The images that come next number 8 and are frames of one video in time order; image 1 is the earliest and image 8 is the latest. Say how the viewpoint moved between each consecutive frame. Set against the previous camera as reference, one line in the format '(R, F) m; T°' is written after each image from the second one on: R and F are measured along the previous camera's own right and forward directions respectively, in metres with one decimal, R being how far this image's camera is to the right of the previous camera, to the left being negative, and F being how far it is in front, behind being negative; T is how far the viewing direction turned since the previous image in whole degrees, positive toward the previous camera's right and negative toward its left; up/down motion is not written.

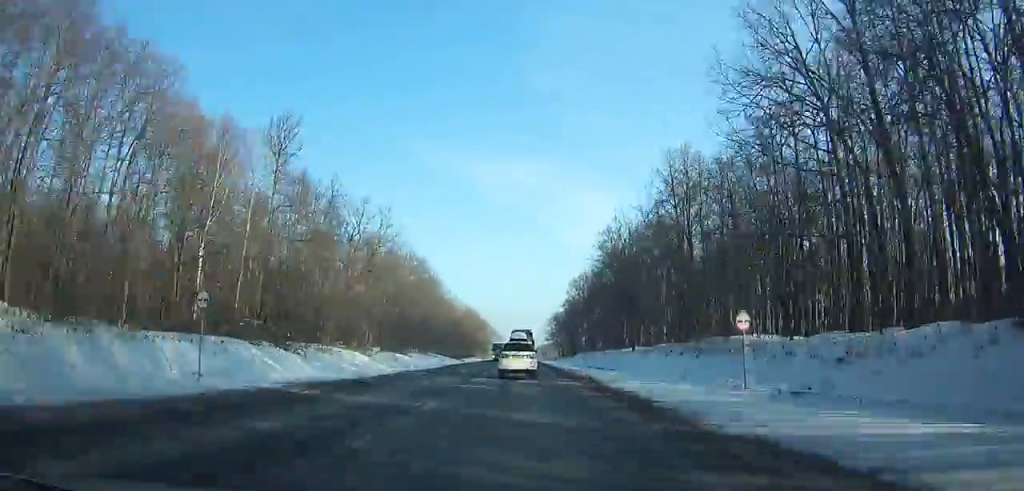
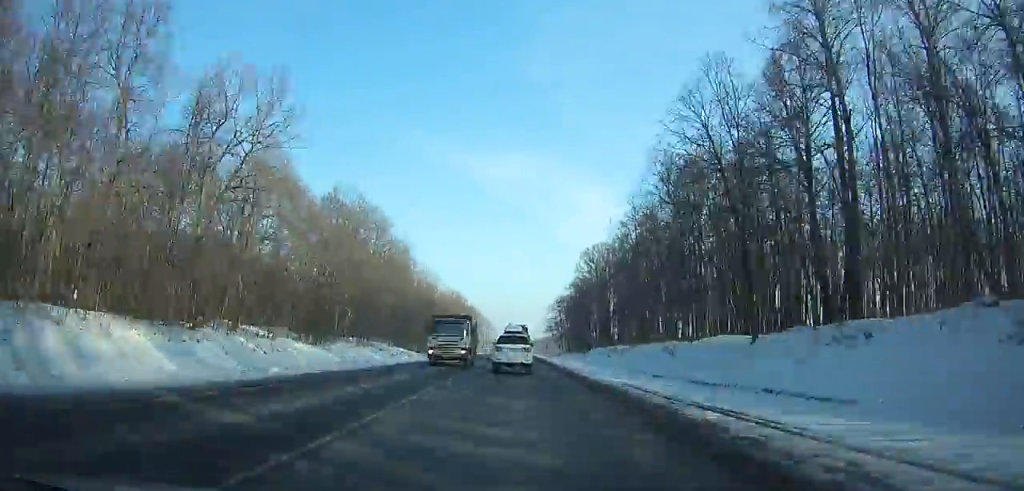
(+0.1, +35.5) m; 0°
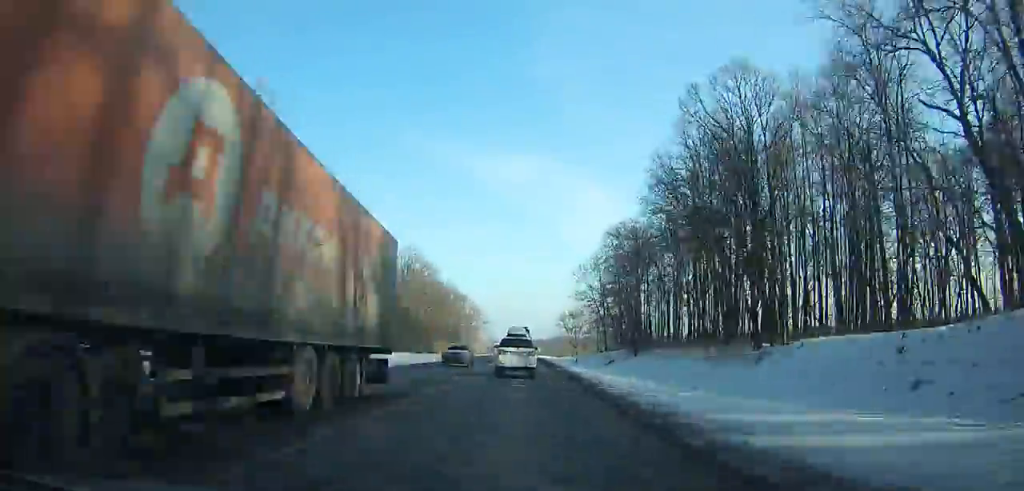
(-0.2, +71.2) m; 0°
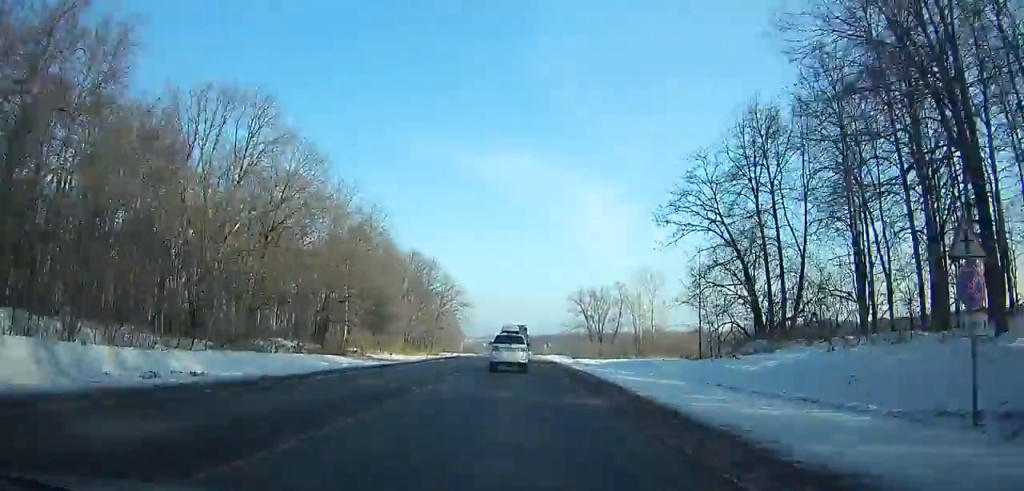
(+0.1, +67.3) m; 0°
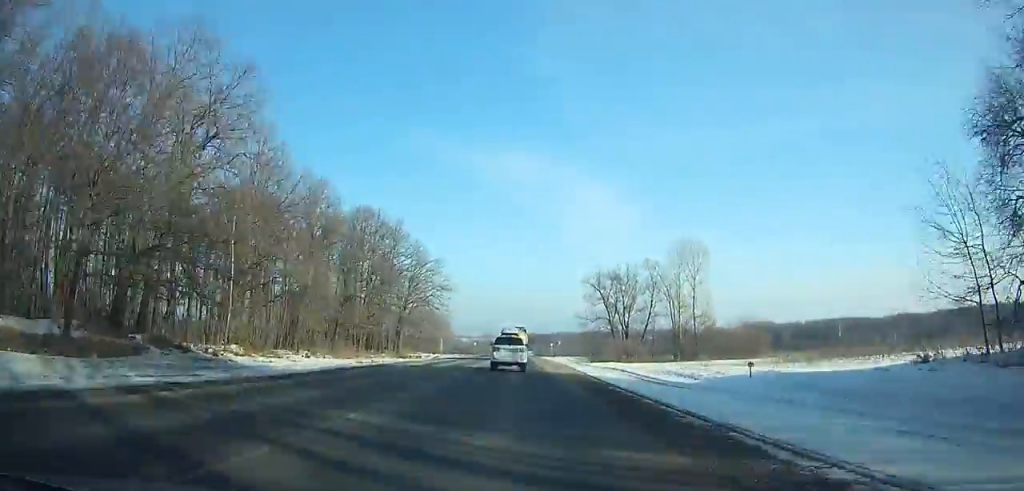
(0.0, +36.4) m; 0°
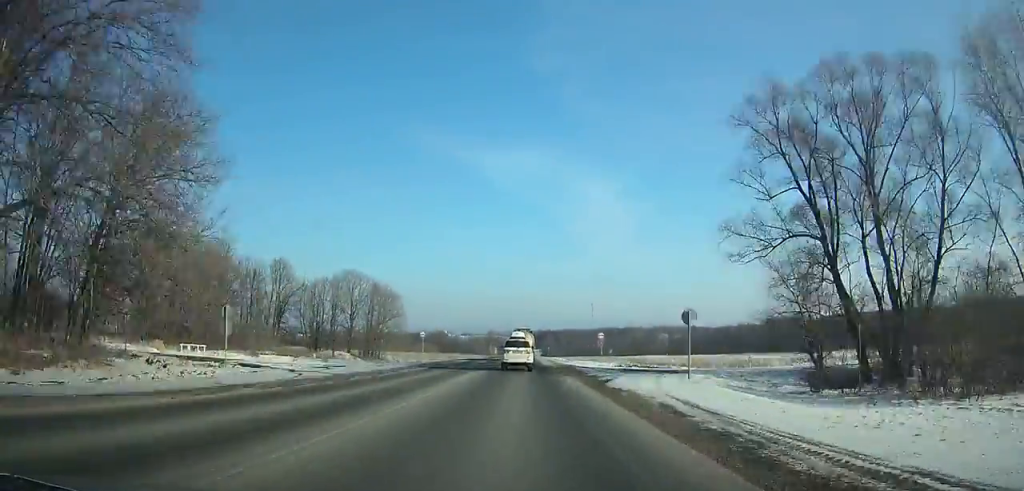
(-0.2, +80.7) m; 0°
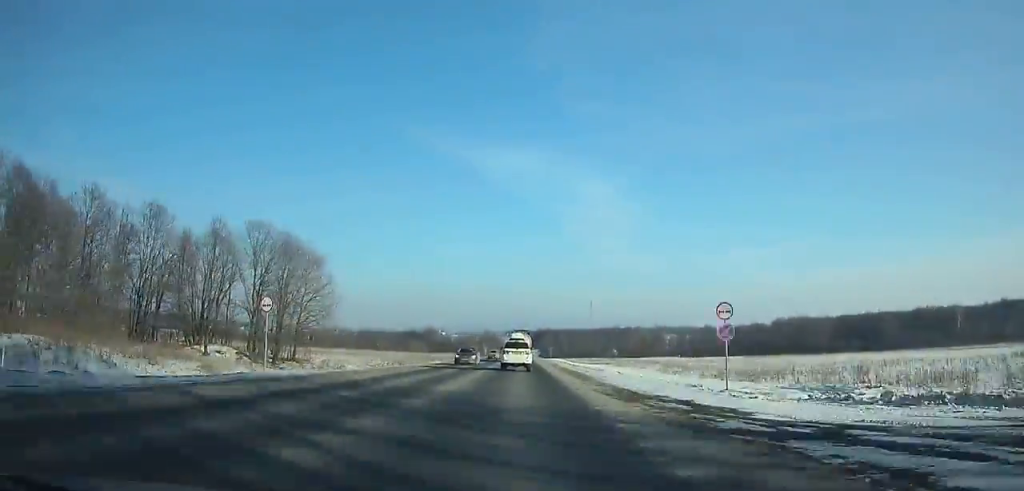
(0.0, +37.5) m; 0°
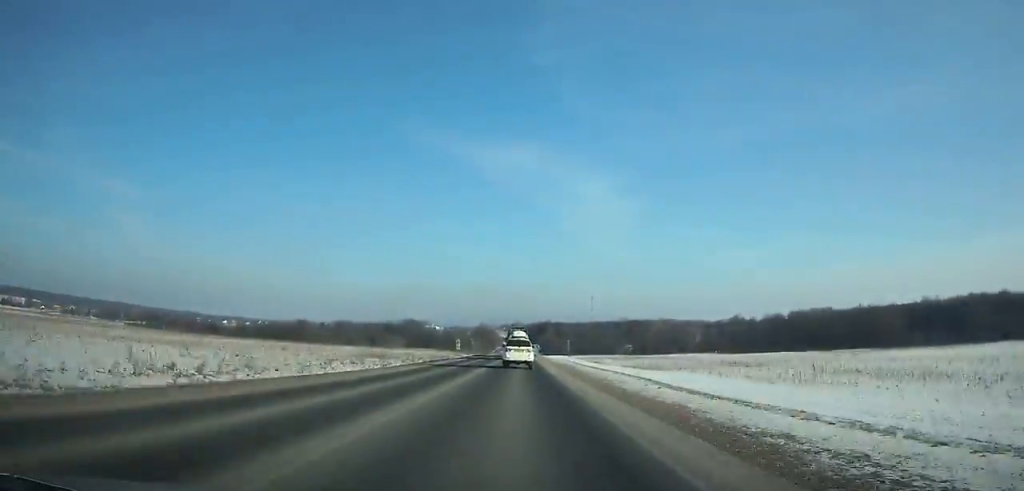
(+0.1, +66.5) m; 0°
